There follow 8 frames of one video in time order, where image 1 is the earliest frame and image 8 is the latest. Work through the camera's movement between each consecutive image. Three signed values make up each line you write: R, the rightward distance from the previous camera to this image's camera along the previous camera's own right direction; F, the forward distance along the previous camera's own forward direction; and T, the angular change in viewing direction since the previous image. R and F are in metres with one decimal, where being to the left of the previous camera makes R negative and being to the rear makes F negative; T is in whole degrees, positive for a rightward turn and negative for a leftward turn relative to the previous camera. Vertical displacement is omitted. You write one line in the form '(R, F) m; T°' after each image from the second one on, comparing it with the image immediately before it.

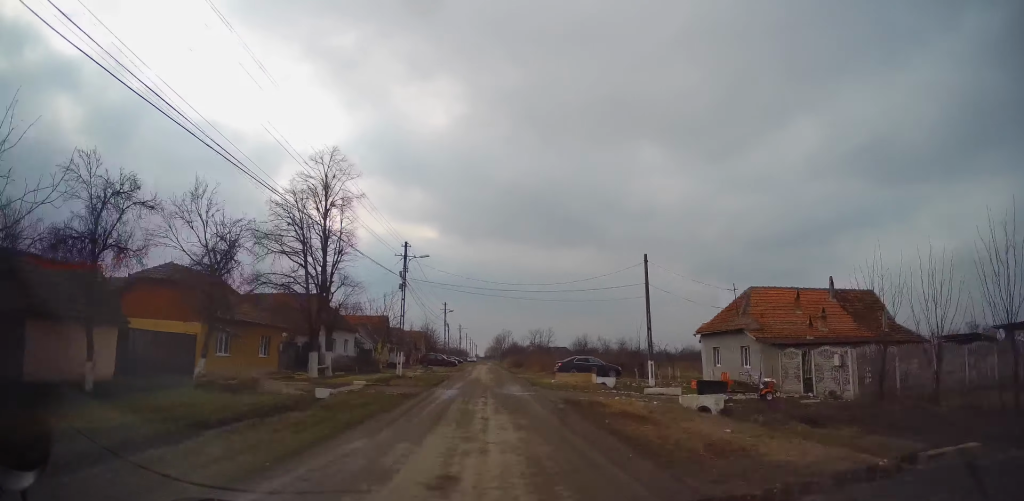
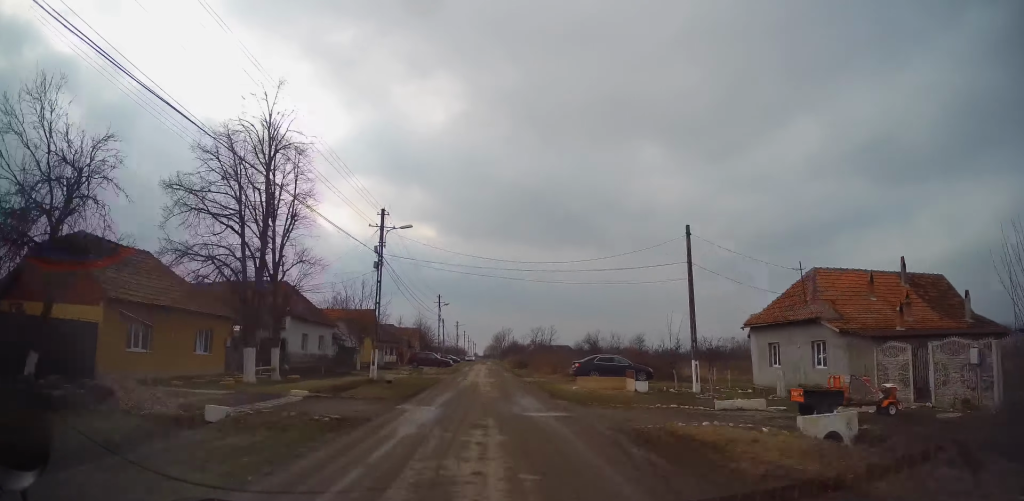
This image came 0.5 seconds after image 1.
(-0.1, +7.4) m; 0°
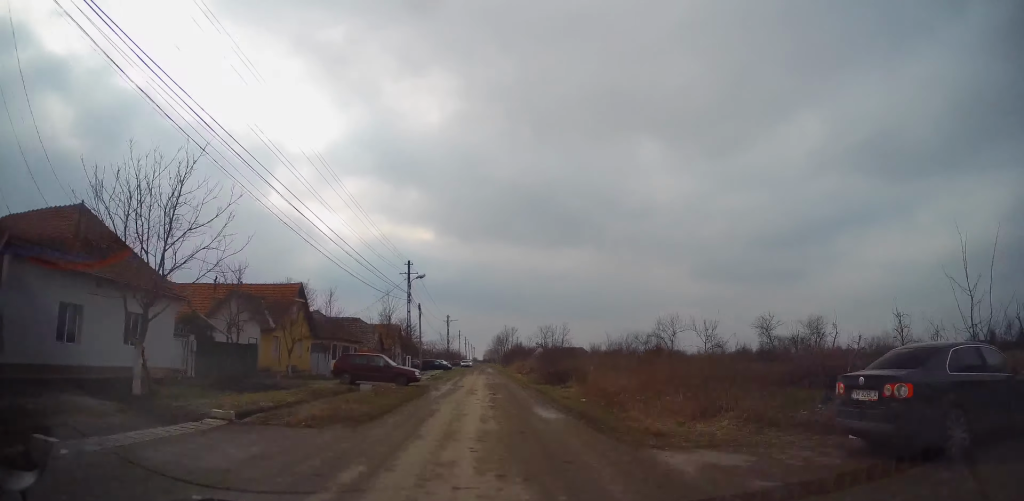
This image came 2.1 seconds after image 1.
(+0.3, +23.7) m; +1°
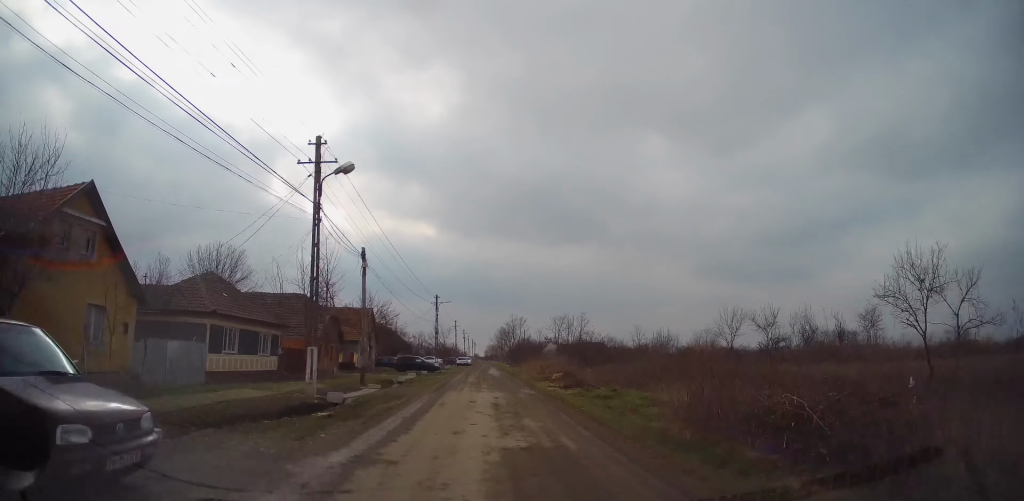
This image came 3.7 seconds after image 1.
(+0.1, +20.6) m; 0°
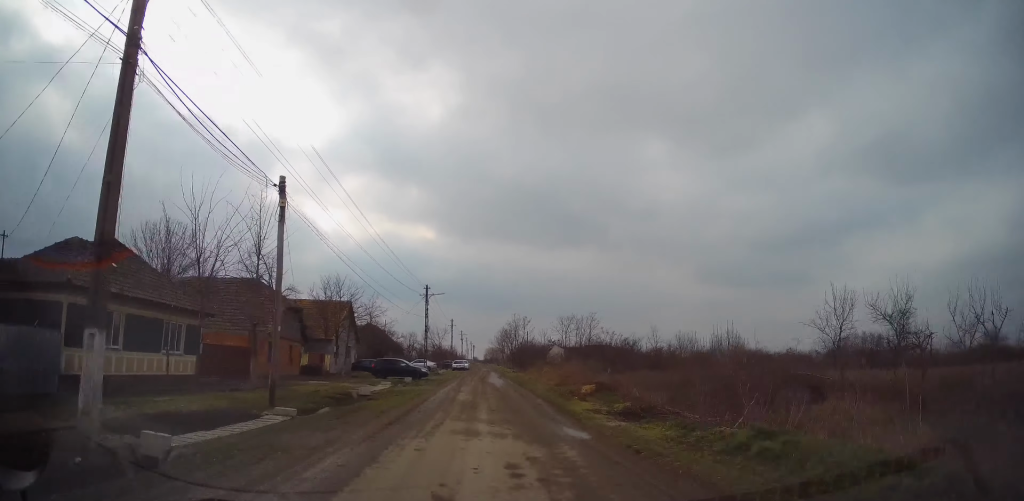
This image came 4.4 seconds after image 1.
(0.0, +9.9) m; -1°
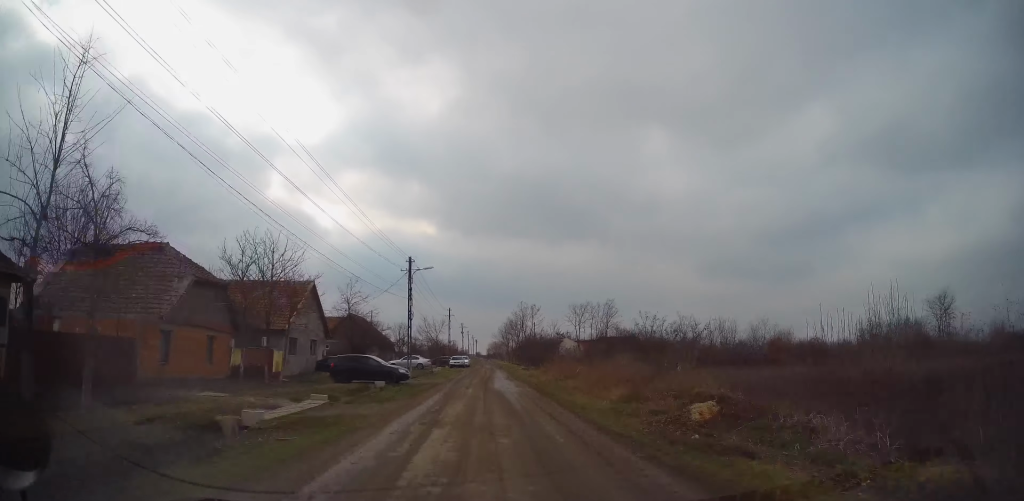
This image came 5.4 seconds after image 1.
(-0.1, +11.6) m; -1°
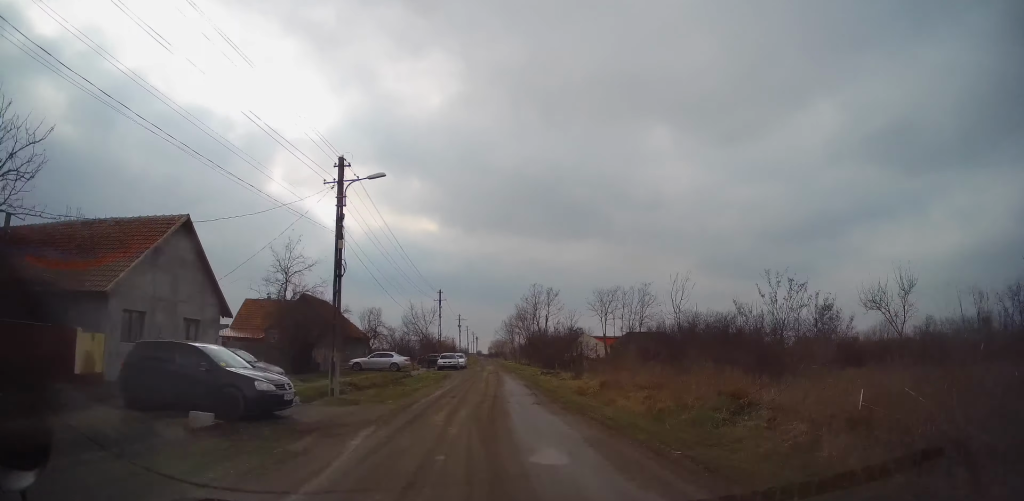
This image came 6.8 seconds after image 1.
(-0.1, +17.5) m; 0°
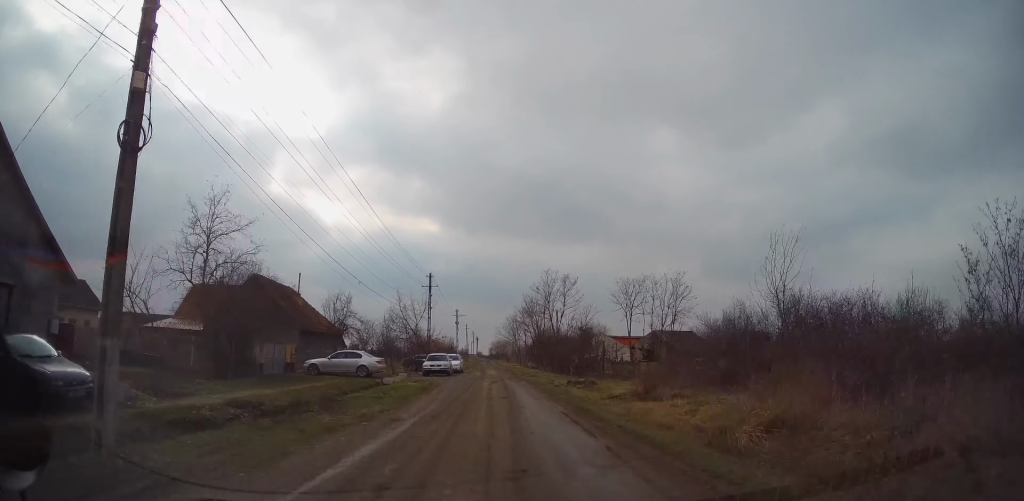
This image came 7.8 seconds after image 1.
(0.0, +11.2) m; +1°
